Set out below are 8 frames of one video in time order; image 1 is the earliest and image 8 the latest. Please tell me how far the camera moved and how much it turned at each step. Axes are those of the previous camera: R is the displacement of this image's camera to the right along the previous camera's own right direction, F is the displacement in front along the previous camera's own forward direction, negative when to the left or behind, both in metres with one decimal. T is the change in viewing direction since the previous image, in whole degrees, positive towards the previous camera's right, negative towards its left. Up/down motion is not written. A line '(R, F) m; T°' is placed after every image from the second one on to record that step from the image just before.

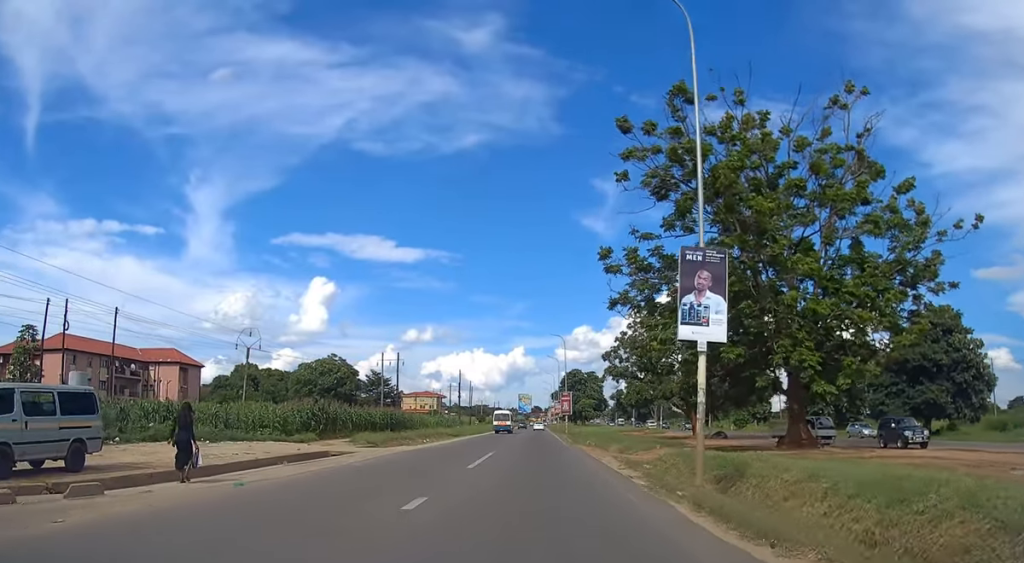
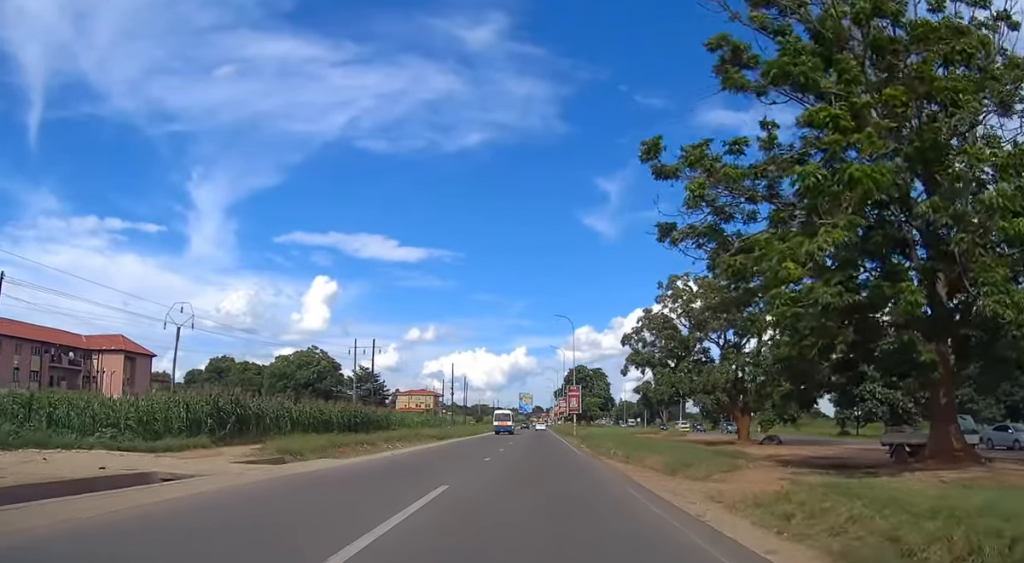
(+0.1, +14.8) m; +1°
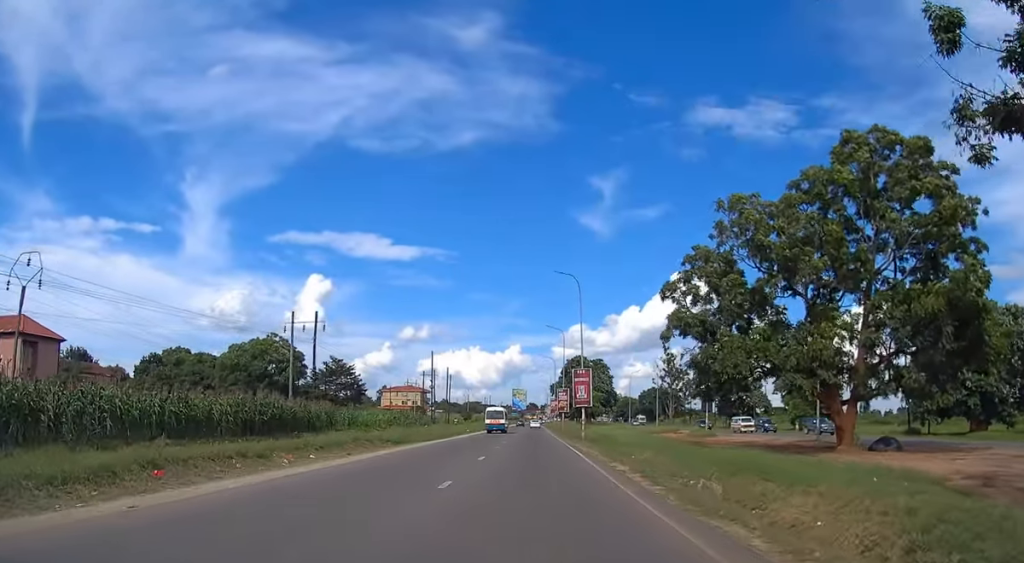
(+0.1, +18.9) m; 0°
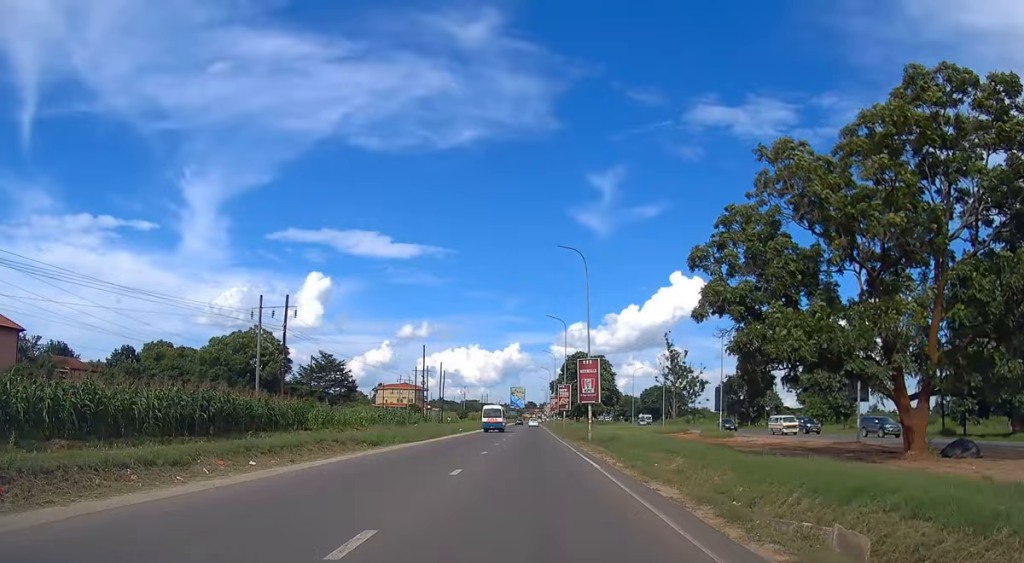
(0.0, +7.0) m; 0°
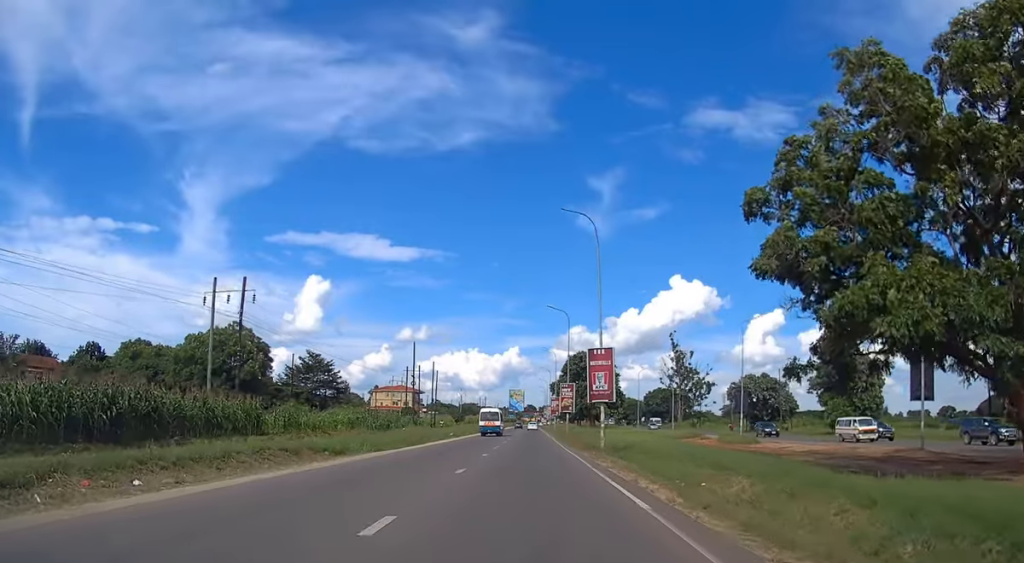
(0.0, +8.1) m; 0°
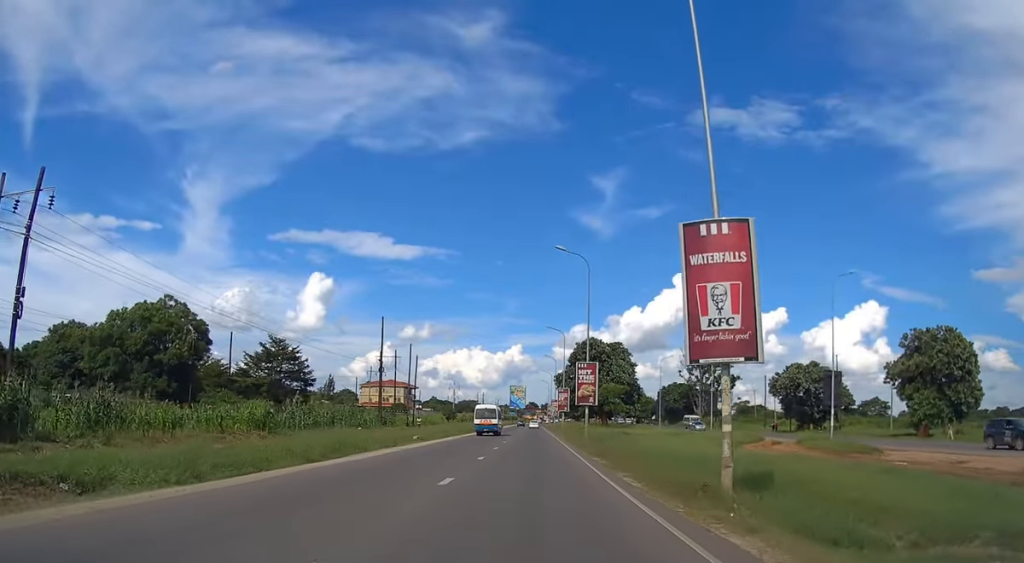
(0.0, +21.5) m; +1°
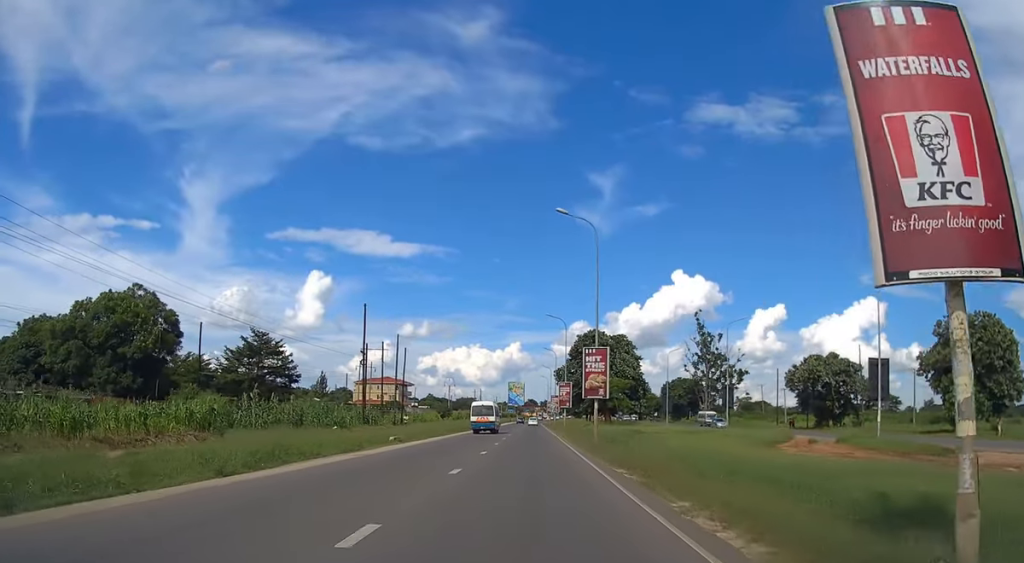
(0.0, +7.3) m; 0°
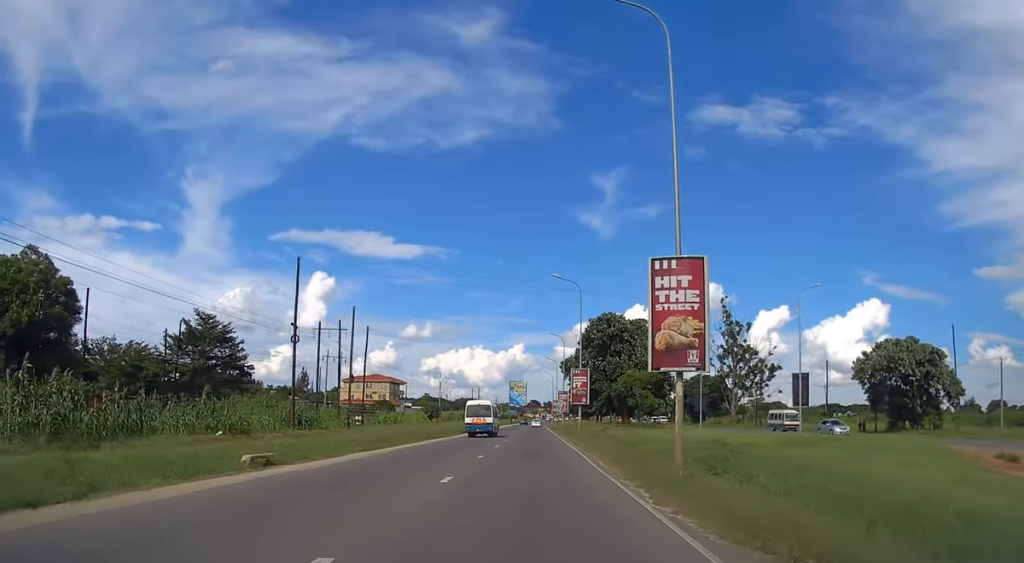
(0.0, +20.7) m; 0°
